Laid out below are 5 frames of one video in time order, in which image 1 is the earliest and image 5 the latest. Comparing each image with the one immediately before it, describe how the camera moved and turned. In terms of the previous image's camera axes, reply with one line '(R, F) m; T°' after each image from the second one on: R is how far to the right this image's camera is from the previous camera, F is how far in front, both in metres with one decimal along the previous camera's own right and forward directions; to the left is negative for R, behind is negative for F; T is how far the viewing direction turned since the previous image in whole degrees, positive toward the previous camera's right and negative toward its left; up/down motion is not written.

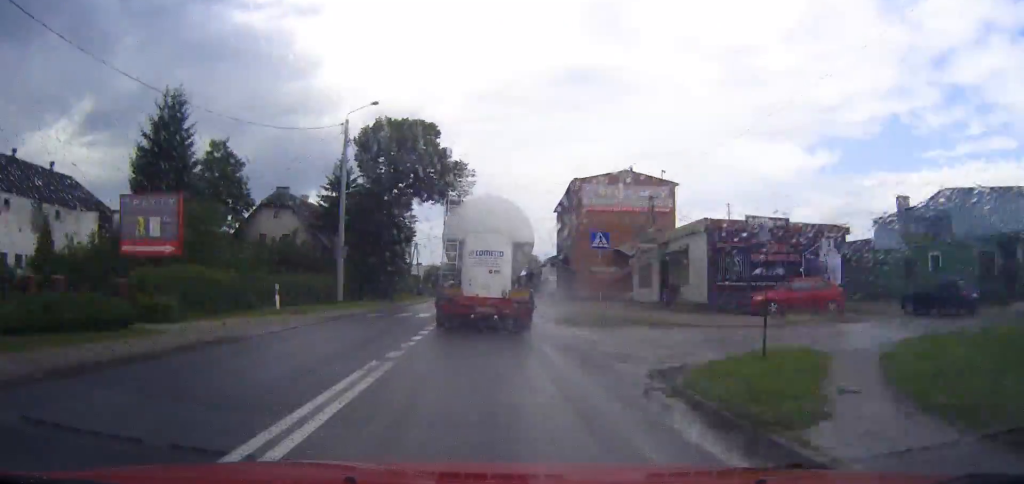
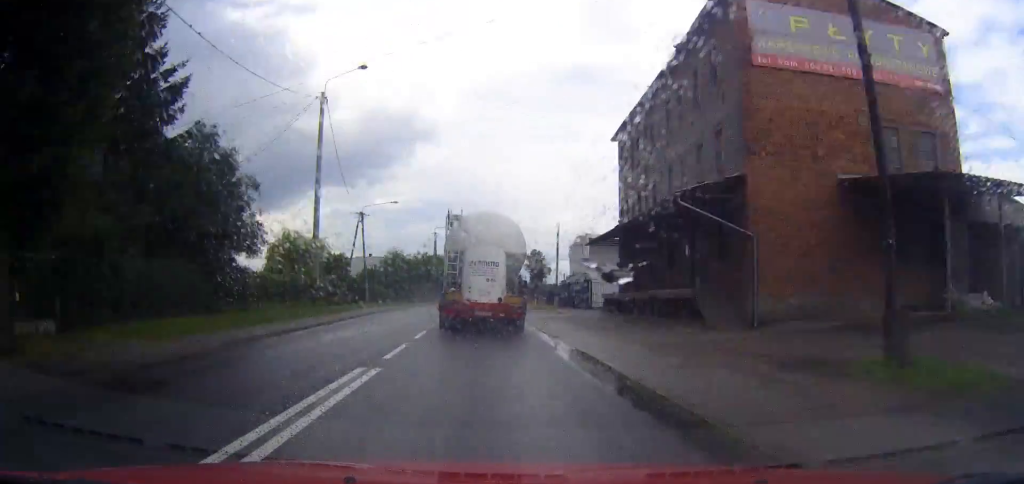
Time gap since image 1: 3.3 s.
(-0.1, +44.4) m; +1°
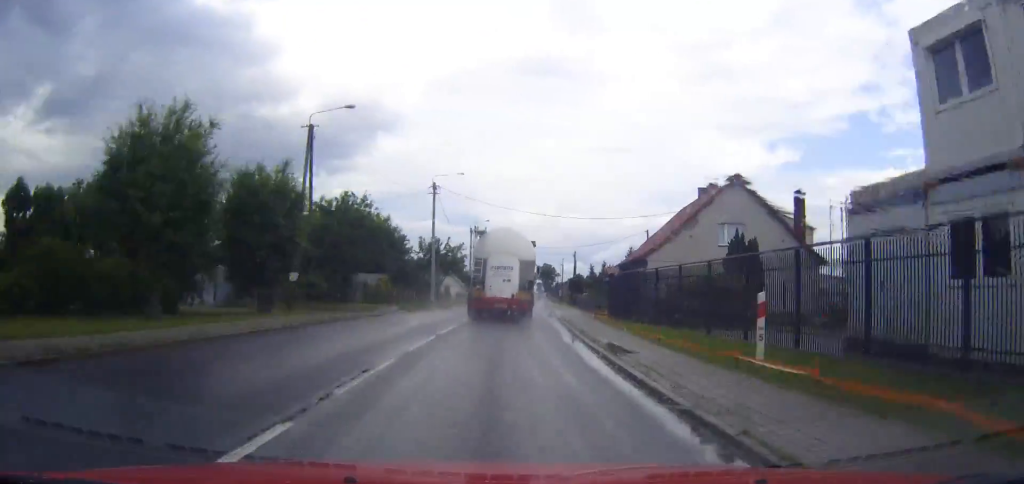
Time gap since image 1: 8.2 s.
(+2.1, +65.8) m; +5°
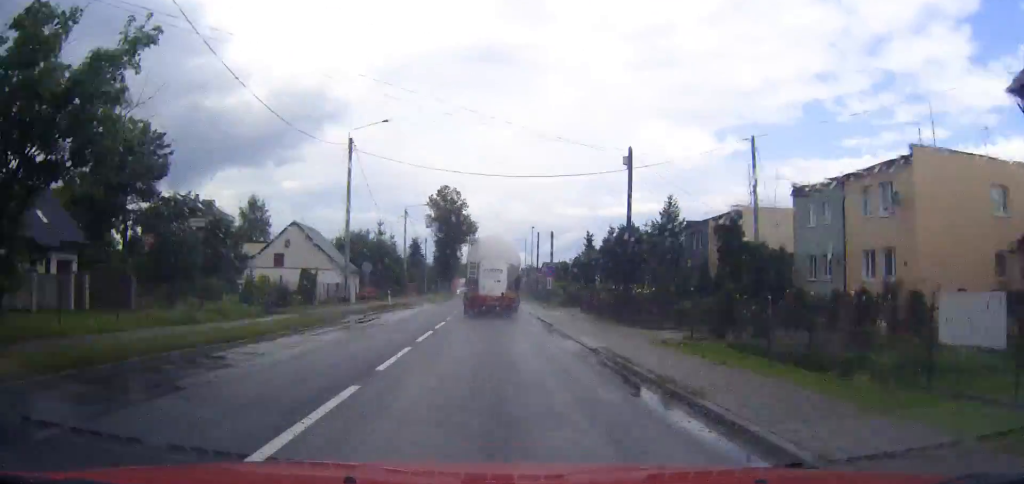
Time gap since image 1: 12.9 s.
(+2.1, +63.8) m; +2°
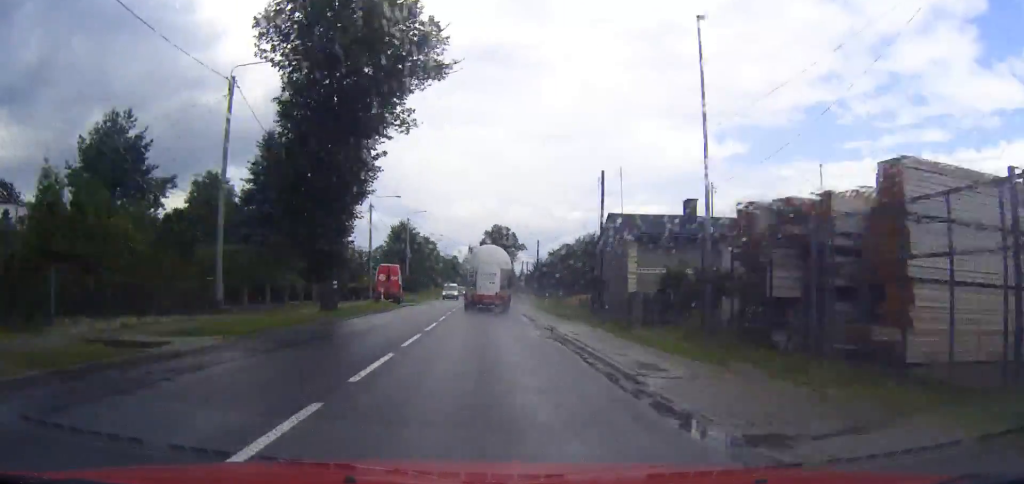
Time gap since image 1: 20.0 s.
(+0.4, +97.2) m; 0°
